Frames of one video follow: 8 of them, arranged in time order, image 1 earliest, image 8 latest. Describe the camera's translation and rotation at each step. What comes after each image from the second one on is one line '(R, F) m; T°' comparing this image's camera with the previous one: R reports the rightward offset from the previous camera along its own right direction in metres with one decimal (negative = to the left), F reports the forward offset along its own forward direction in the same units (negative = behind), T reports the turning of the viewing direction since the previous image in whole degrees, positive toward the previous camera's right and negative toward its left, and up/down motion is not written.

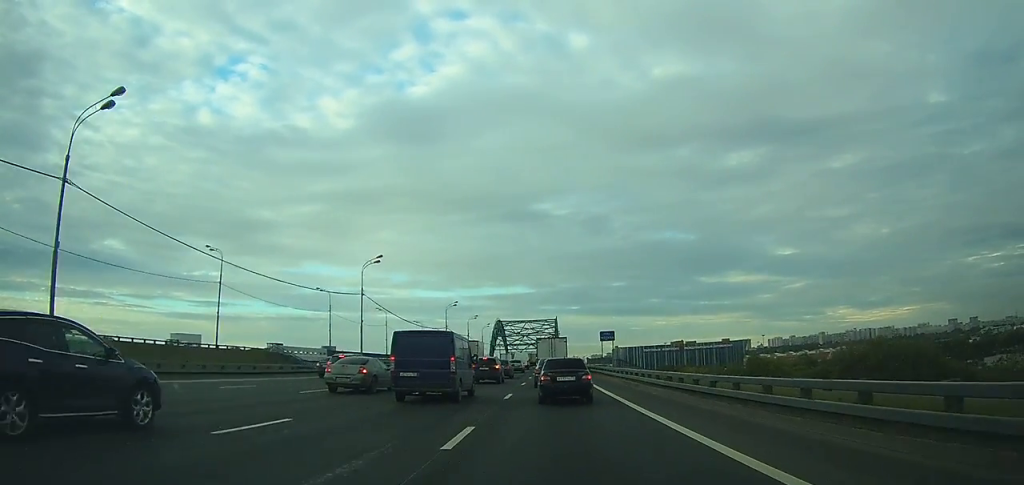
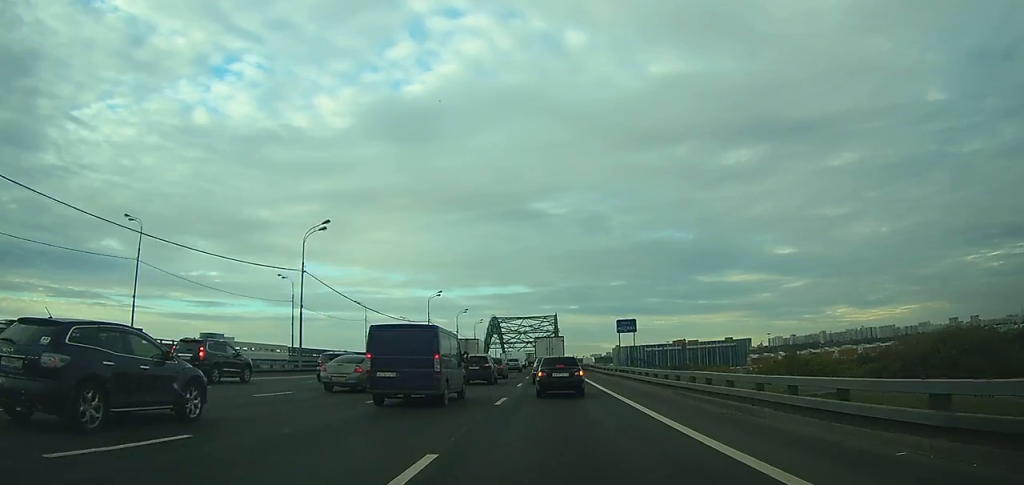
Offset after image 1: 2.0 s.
(+0.1, +15.0) m; 0°
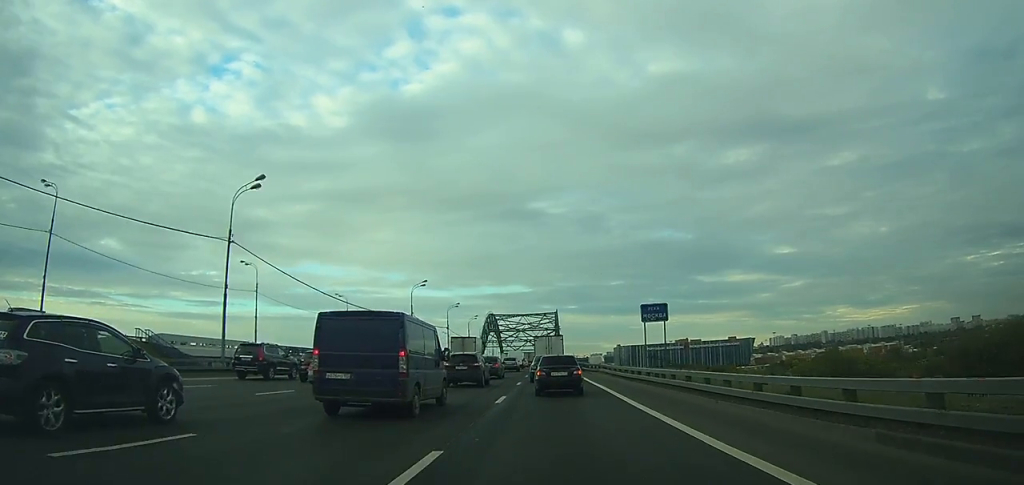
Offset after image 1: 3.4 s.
(0.0, +11.7) m; 0°
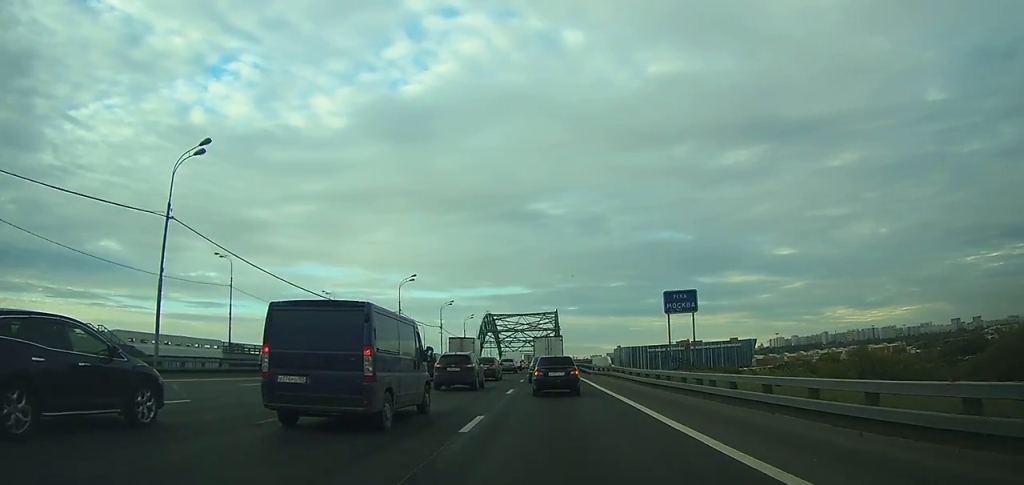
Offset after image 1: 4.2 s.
(0.0, +6.9) m; 0°
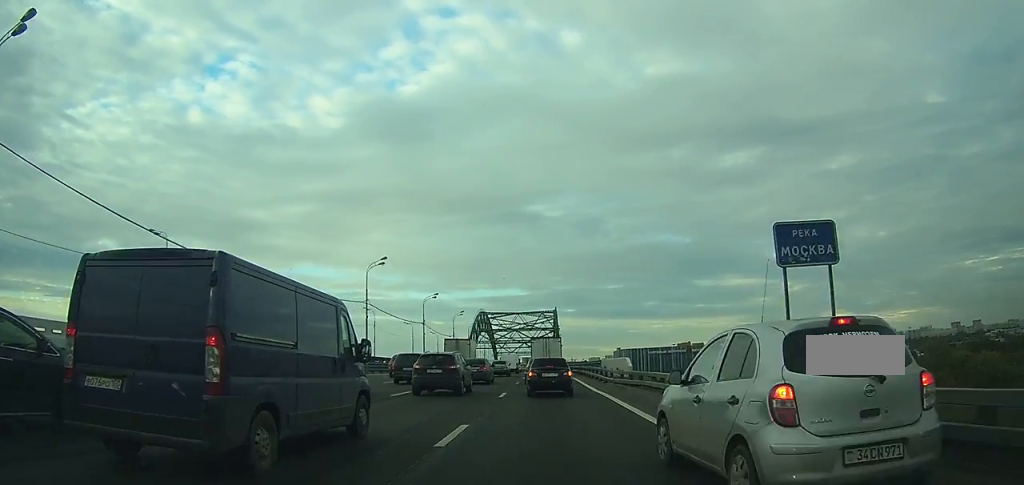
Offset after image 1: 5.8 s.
(+0.1, +13.6) m; 0°
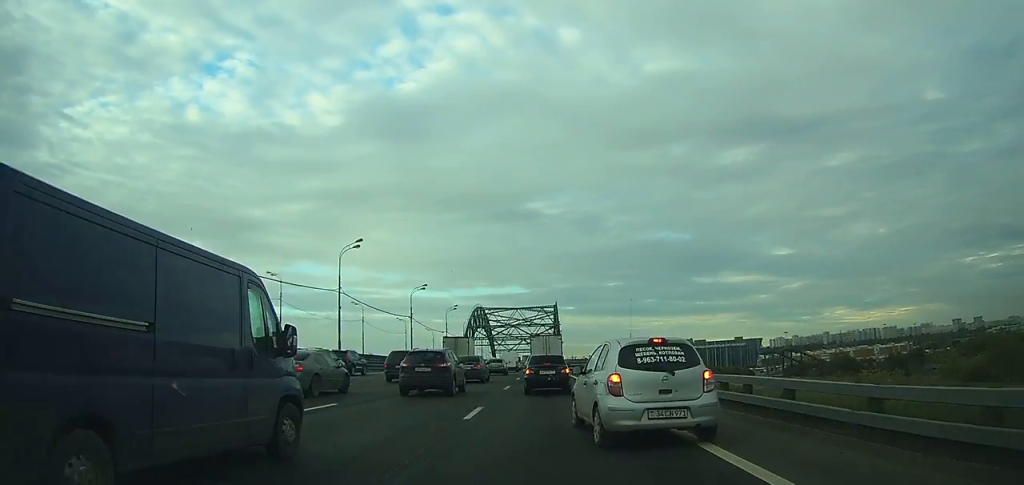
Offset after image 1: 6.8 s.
(-0.1, +8.1) m; 0°
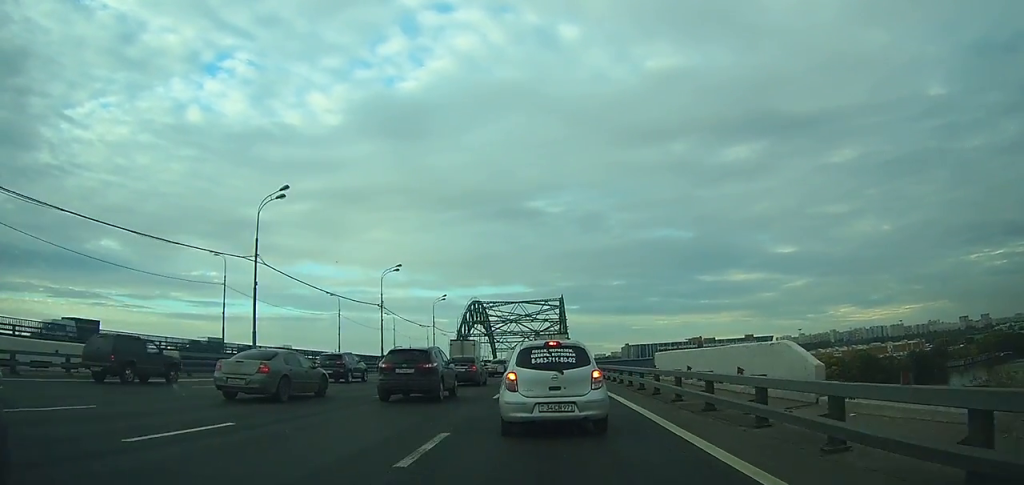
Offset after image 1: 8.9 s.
(+0.1, +15.9) m; 0°
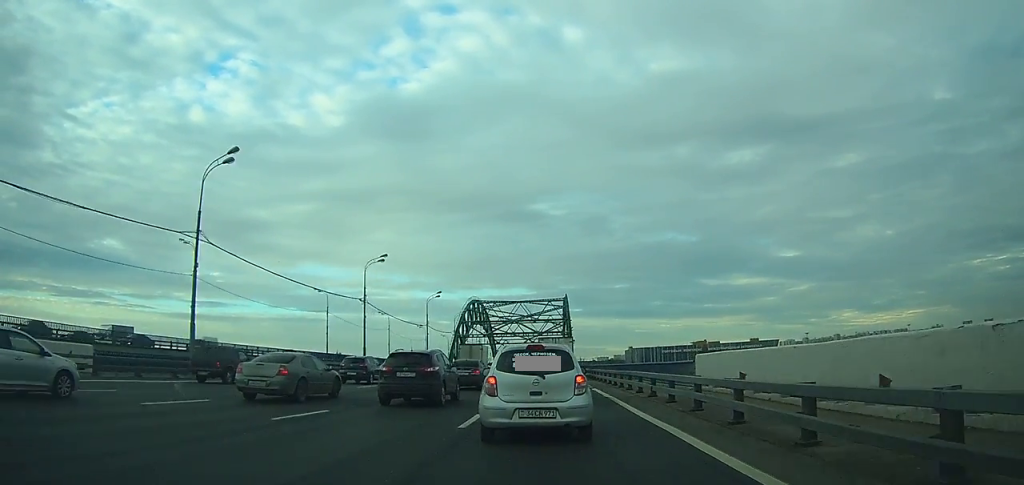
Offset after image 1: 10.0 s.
(0.0, +7.1) m; 0°
